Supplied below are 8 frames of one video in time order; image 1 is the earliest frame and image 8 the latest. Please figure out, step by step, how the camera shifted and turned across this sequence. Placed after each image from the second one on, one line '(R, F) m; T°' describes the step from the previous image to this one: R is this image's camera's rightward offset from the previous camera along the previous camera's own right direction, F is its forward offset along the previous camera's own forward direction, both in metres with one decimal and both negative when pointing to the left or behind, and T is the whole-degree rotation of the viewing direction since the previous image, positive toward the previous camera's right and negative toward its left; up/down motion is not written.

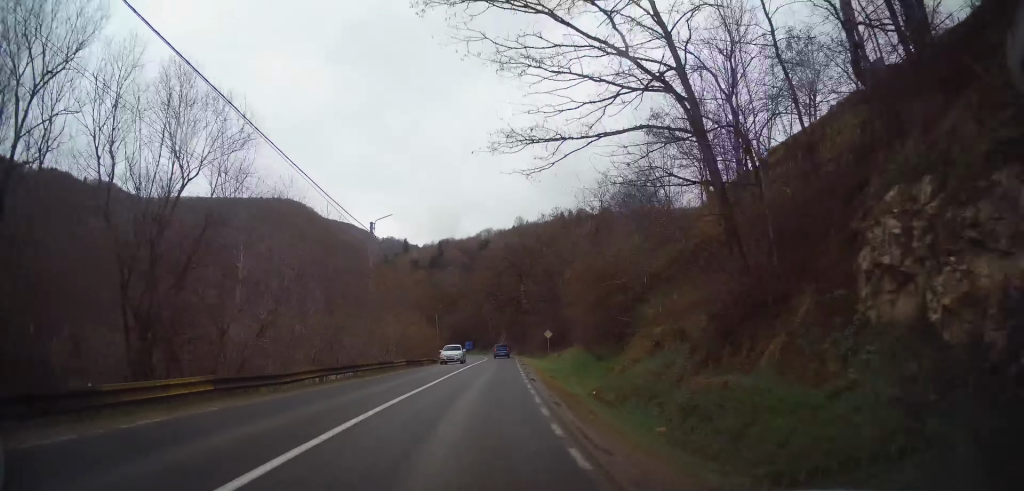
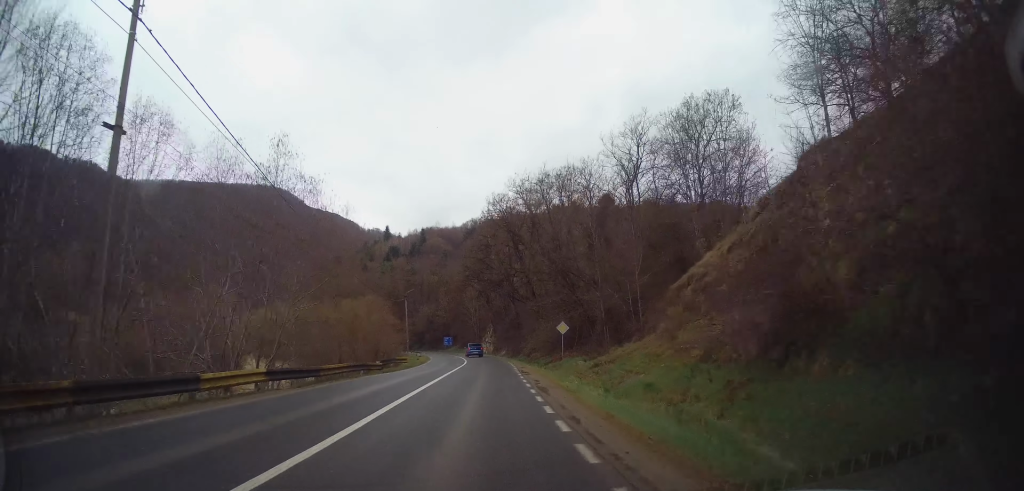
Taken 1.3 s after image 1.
(+0.1, +20.0) m; +2°
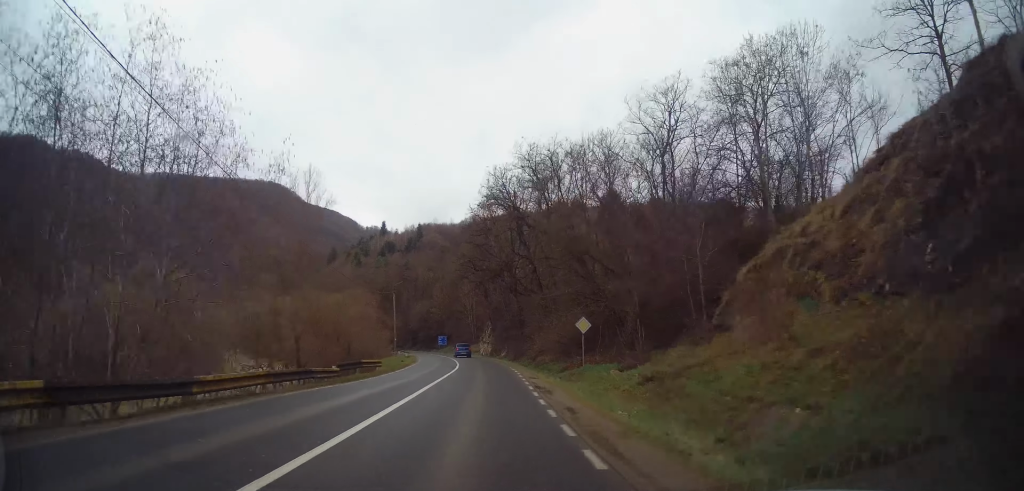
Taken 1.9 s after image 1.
(+0.4, +8.2) m; +1°
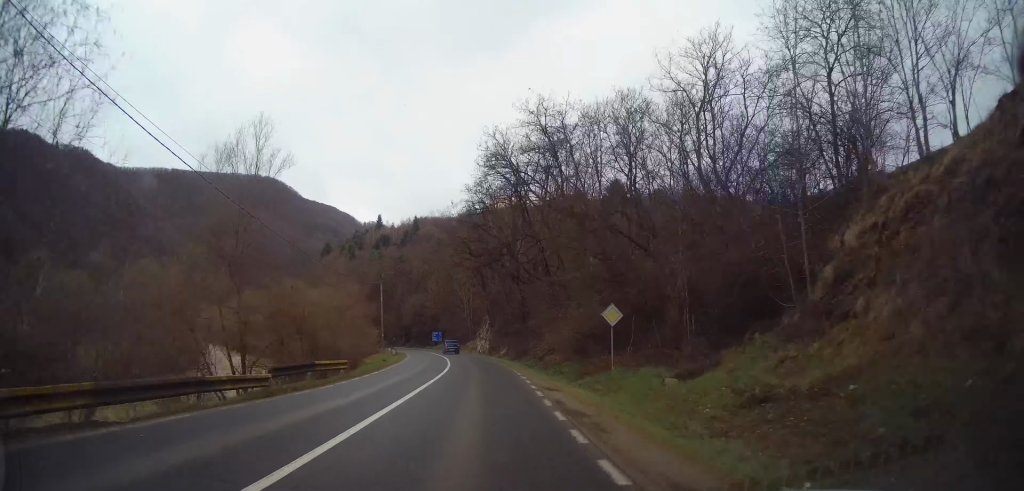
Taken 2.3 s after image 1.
(+0.2, +6.7) m; 0°
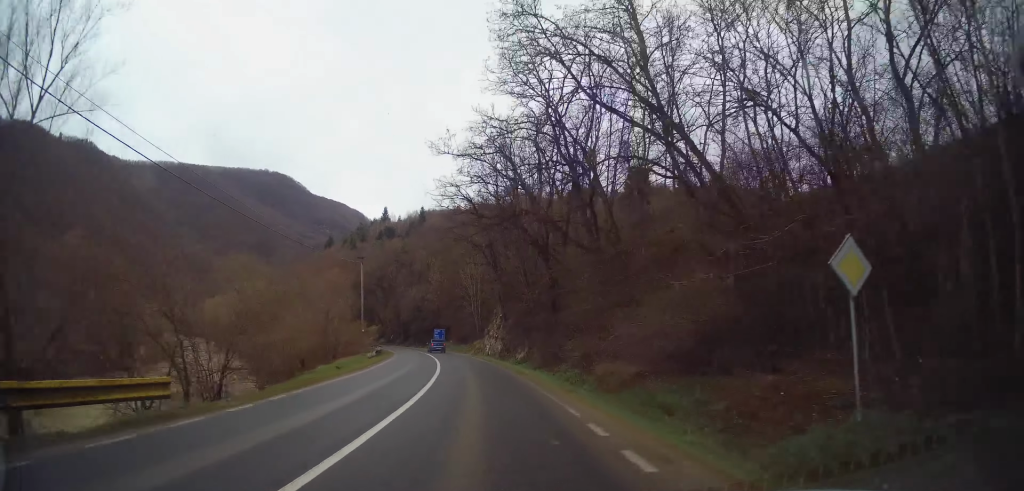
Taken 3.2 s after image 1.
(-0.3, +13.8) m; -3°
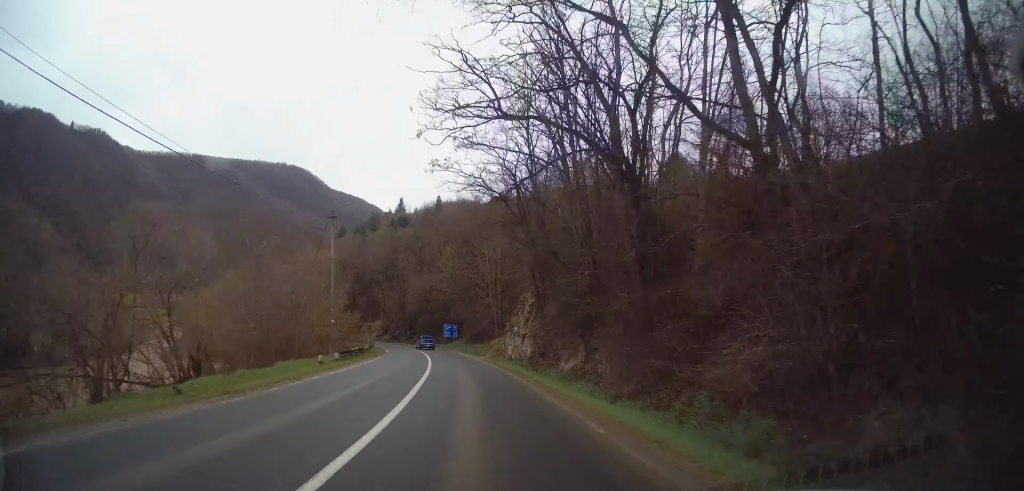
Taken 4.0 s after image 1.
(-0.4, +13.9) m; -3°
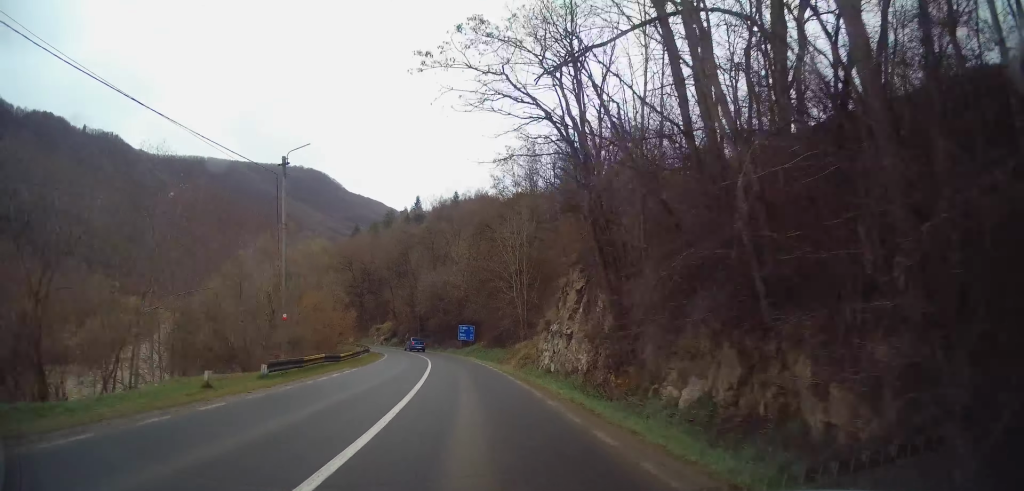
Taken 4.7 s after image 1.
(-0.3, +10.8) m; -2°
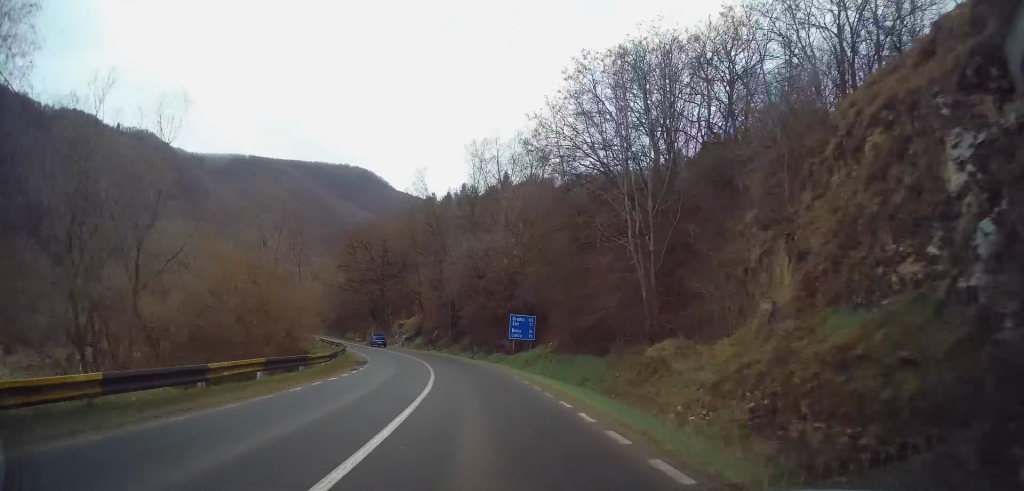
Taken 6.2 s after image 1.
(-0.8, +24.1) m; -4°
